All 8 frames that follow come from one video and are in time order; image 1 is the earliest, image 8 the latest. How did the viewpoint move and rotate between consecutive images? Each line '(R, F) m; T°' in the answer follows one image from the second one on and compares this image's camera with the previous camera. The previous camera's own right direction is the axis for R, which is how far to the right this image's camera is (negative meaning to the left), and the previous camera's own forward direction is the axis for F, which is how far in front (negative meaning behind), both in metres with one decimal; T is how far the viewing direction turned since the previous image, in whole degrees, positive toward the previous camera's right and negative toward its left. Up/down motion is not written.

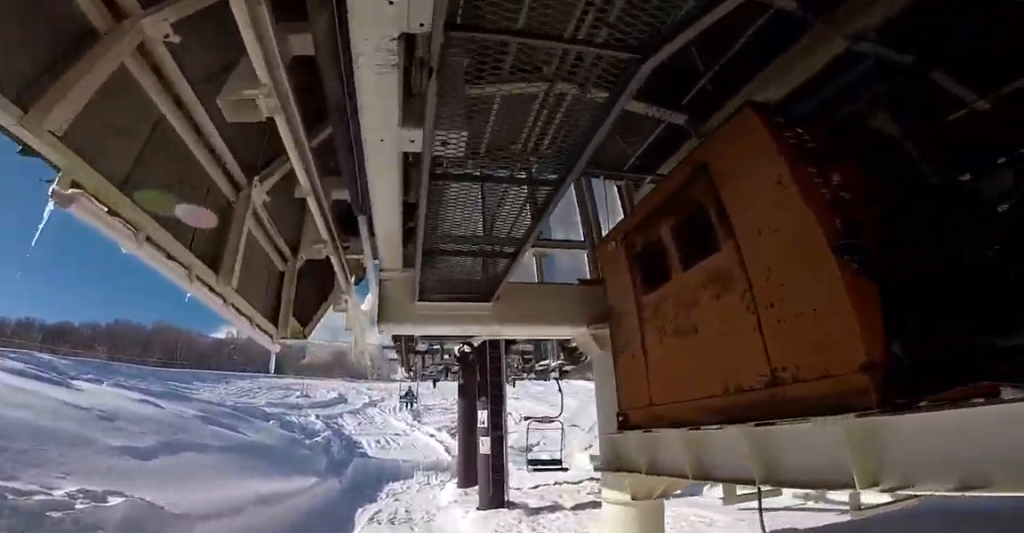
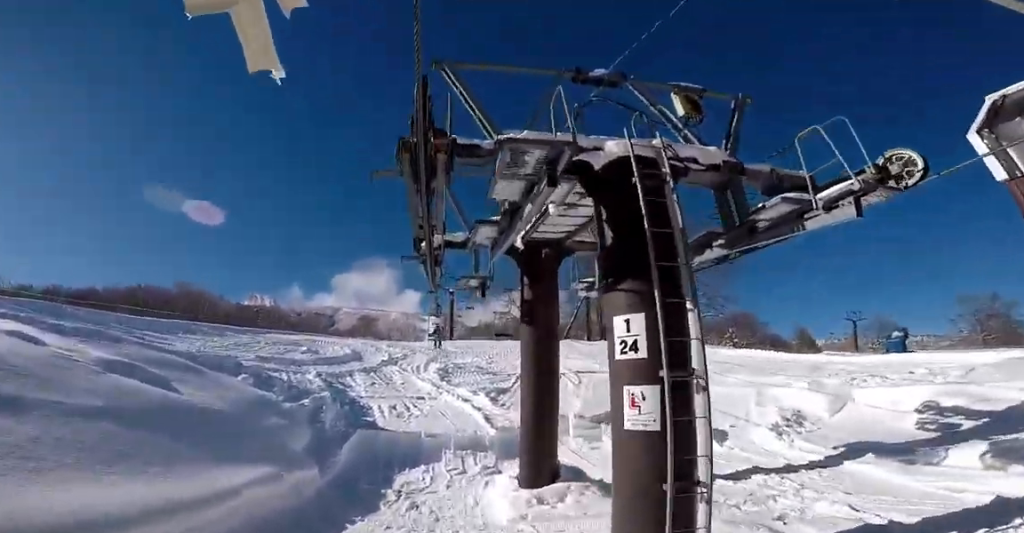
(-0.2, +5.8) m; +7°
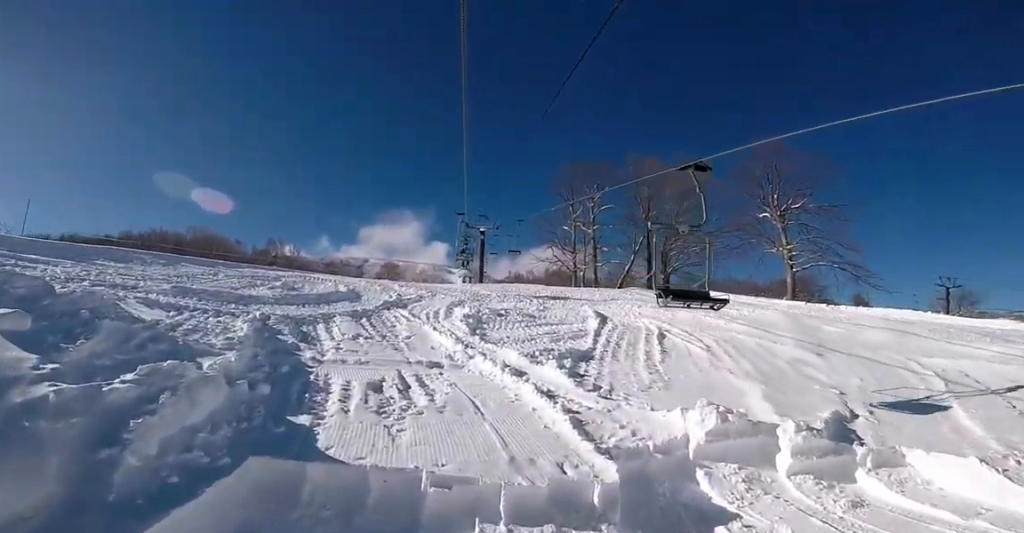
(+0.8, +11.1) m; +5°
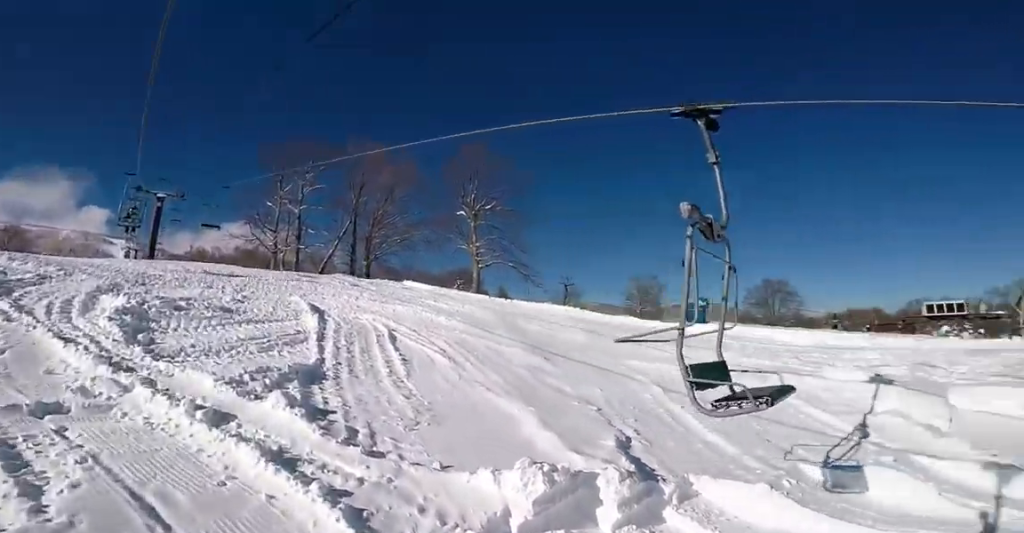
(+0.1, +4.2) m; +1°
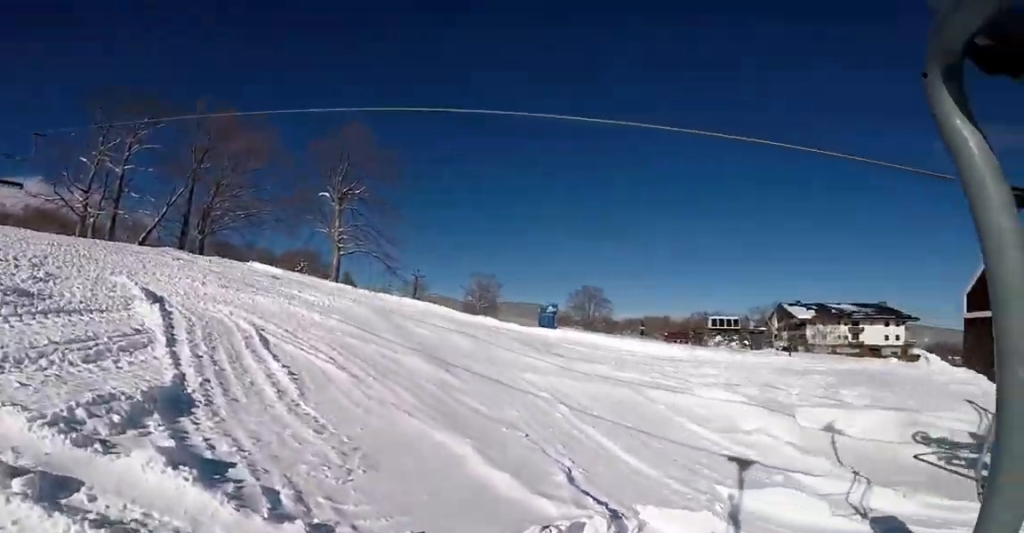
(+0.3, +2.6) m; -2°
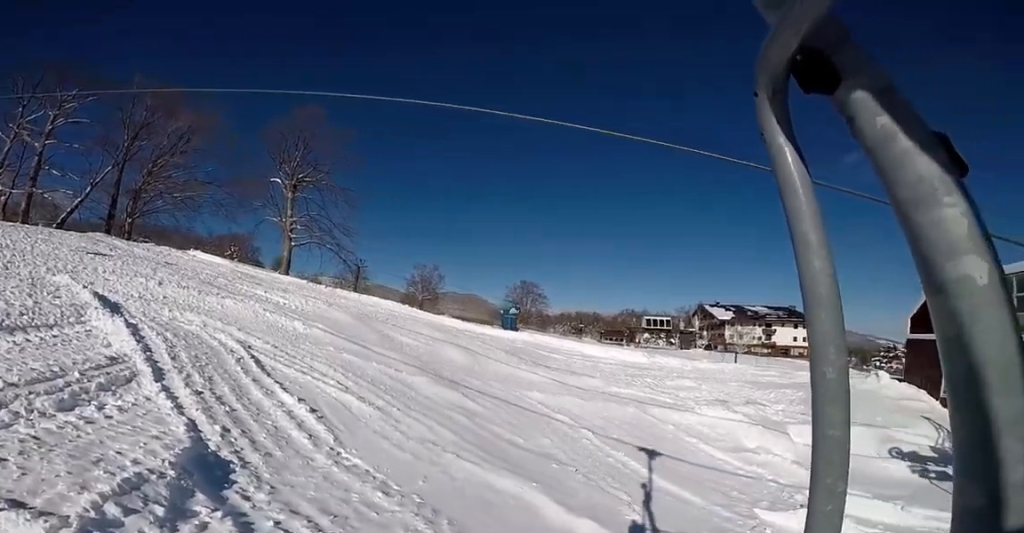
(-0.2, +2.9) m; -8°
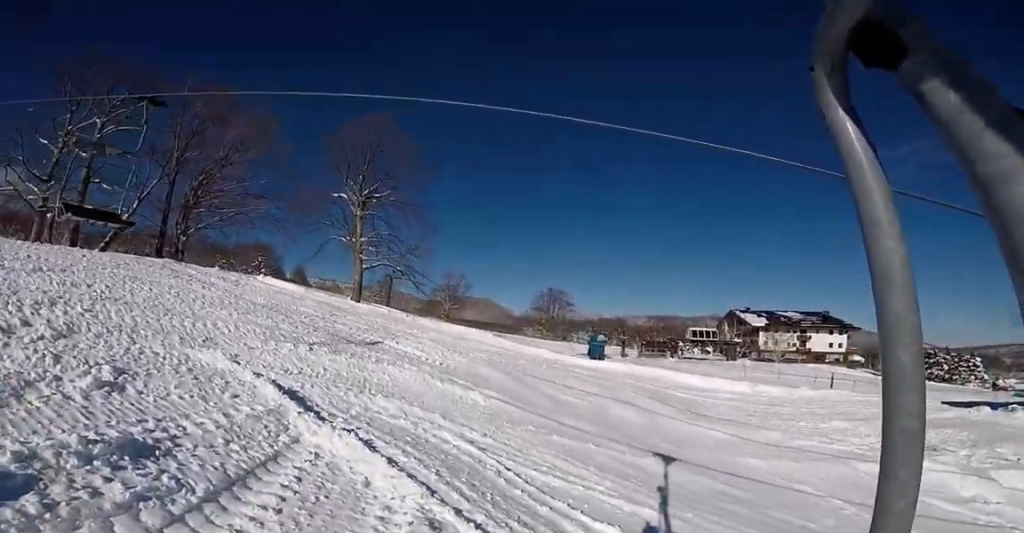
(-1.2, +5.8) m; -18°
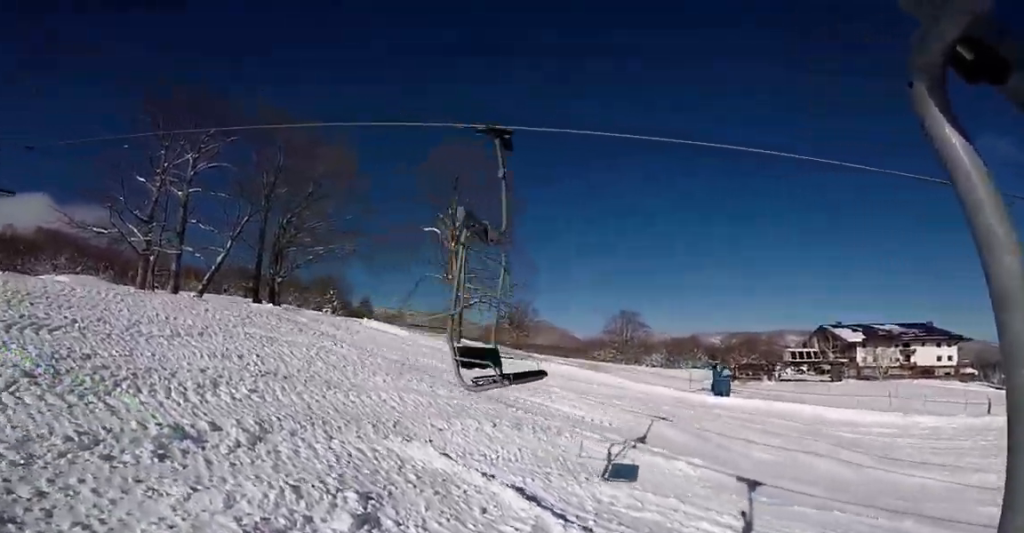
(-0.2, +3.4) m; +6°
